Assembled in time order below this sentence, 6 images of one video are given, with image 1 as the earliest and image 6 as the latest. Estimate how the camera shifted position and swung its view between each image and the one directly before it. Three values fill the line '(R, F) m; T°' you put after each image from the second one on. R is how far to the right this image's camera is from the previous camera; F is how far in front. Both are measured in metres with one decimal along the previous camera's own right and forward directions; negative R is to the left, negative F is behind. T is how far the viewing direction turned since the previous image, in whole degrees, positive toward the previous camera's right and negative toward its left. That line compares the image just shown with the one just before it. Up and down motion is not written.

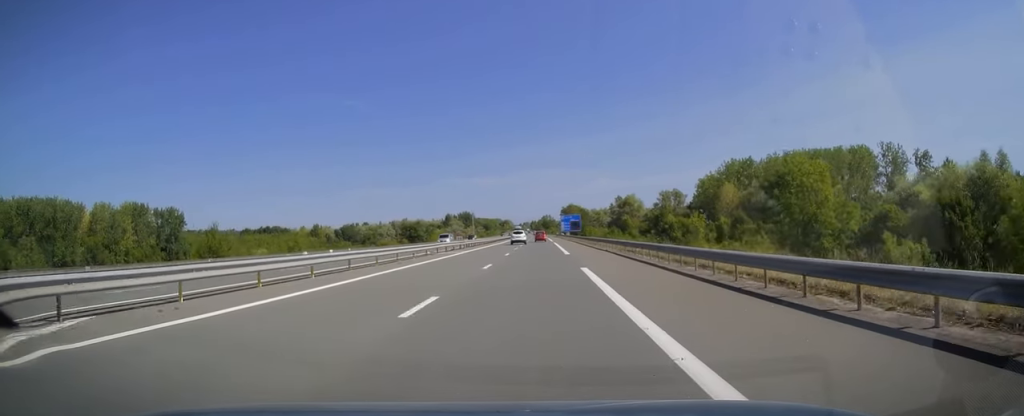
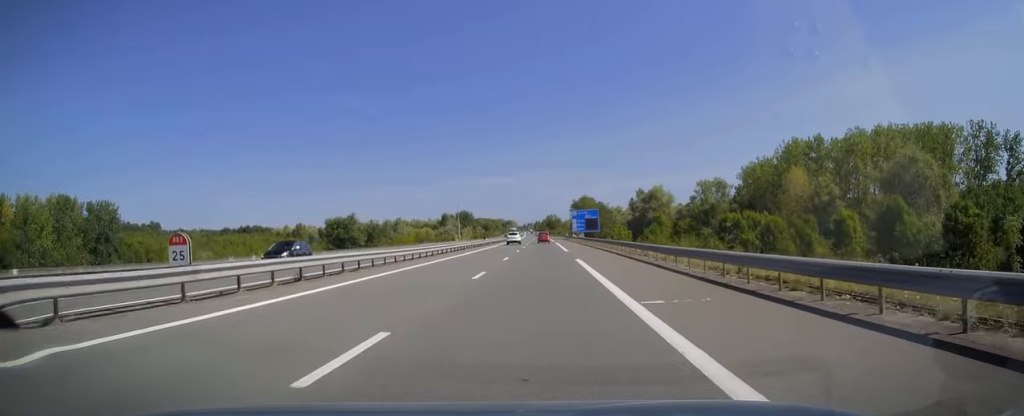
(-0.2, +44.5) m; 0°
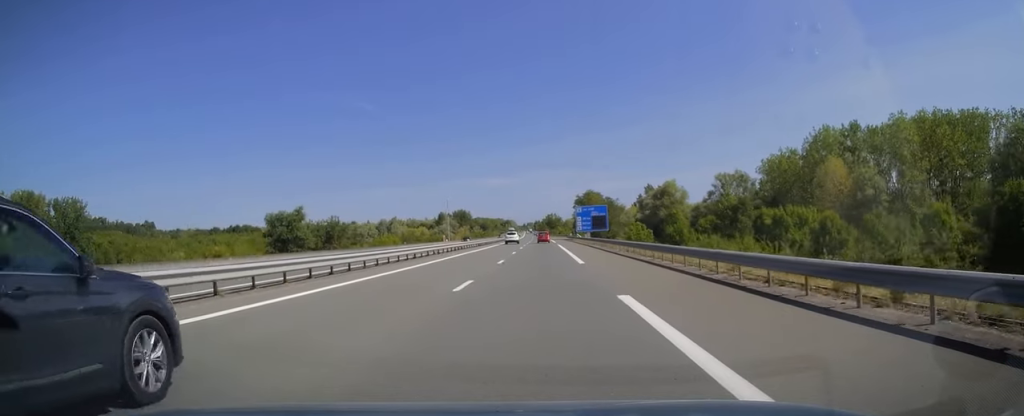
(0.0, +17.3) m; 0°
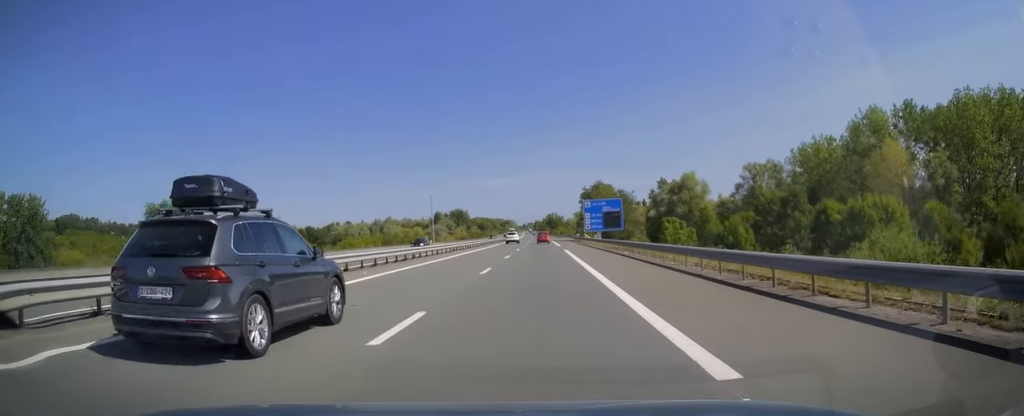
(0.0, +20.3) m; 0°
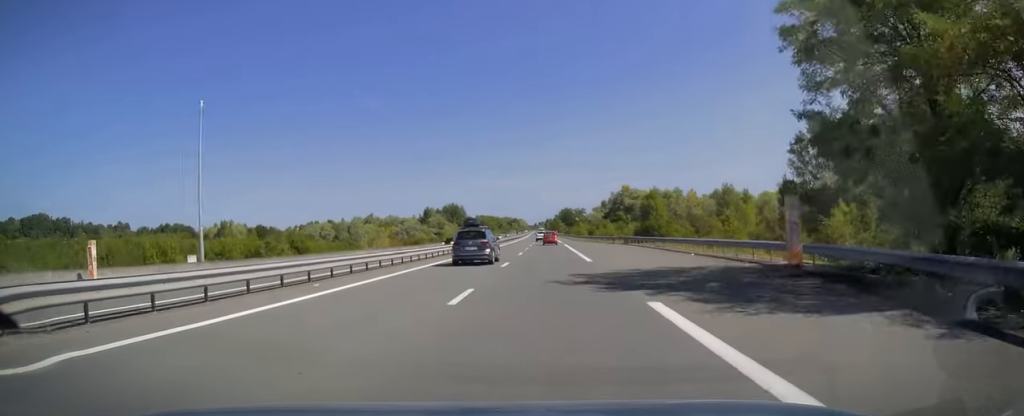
(-0.1, +89.0) m; -1°
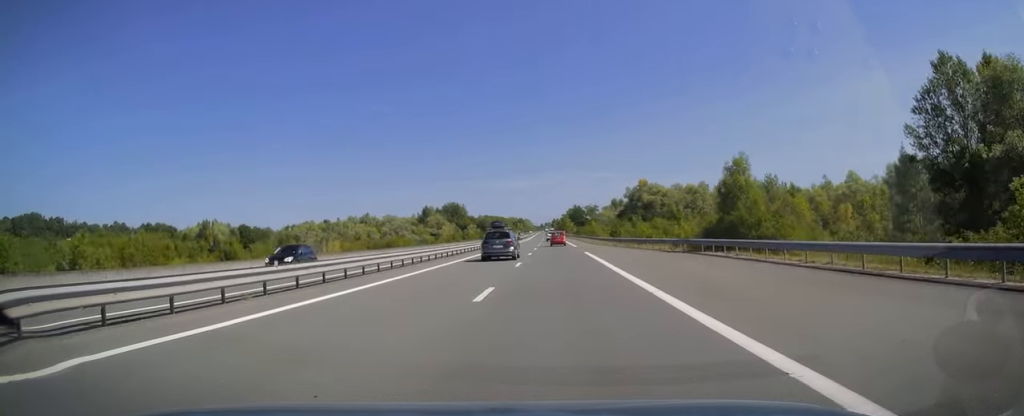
(-0.2, +25.6) m; -1°
